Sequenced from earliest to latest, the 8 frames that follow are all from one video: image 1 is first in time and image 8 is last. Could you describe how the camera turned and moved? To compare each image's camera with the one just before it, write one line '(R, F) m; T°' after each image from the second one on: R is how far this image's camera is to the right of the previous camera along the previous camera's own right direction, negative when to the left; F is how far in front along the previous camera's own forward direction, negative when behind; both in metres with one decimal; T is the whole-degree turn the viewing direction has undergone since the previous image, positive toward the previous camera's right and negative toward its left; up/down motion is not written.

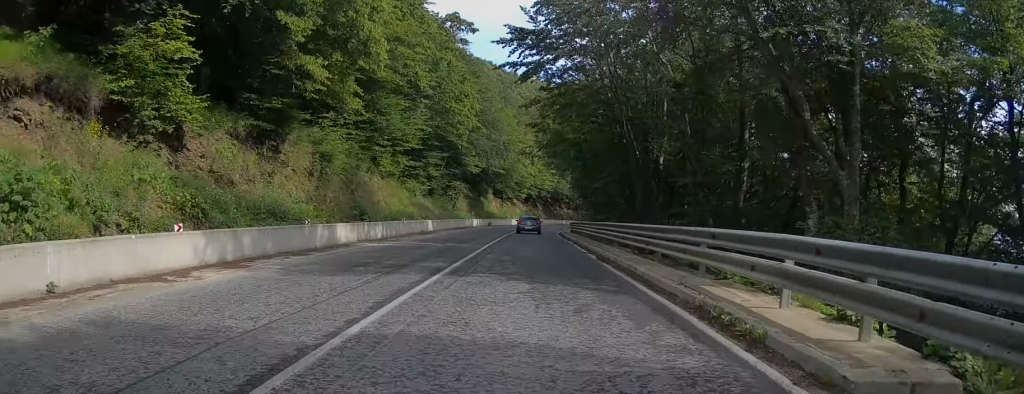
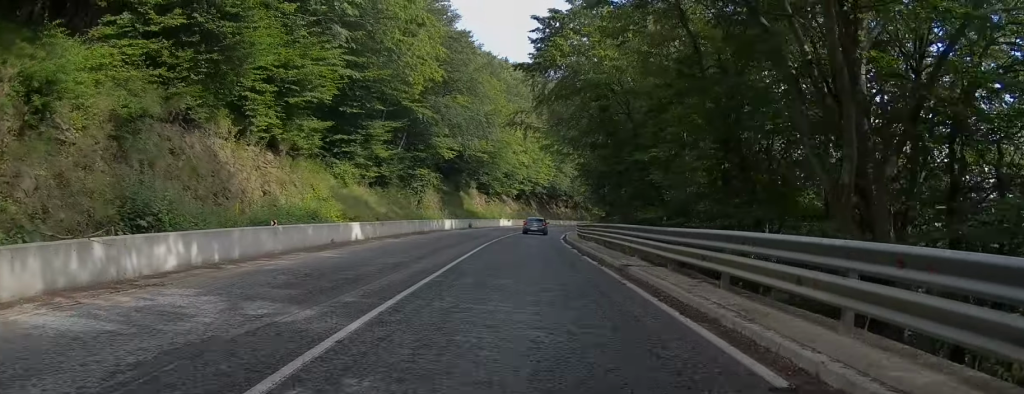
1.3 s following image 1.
(-0.1, +18.0) m; +1°
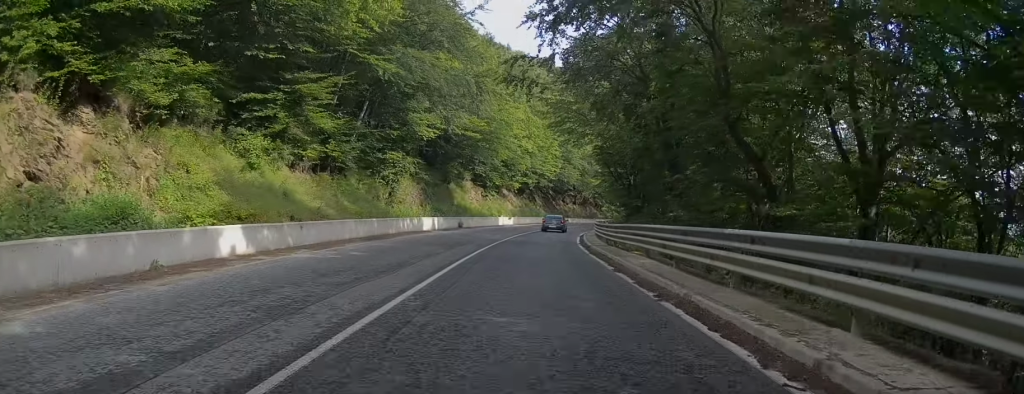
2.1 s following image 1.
(+0.4, +12.0) m; +1°
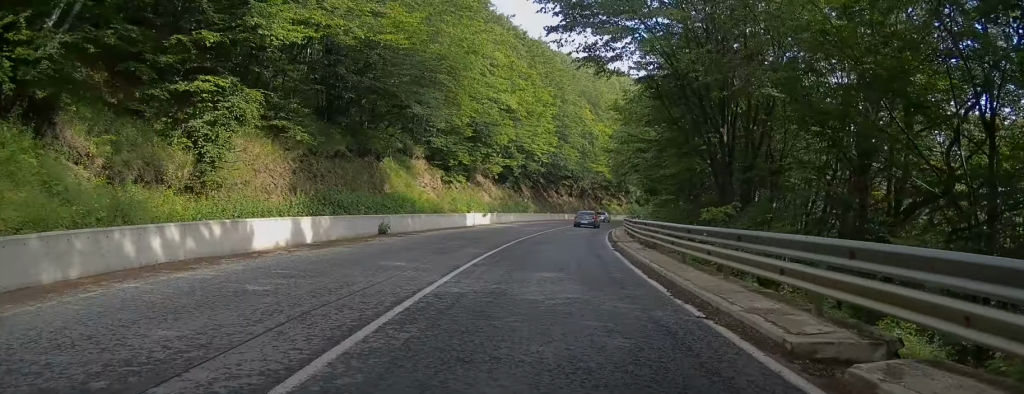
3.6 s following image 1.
(0.0, +22.4) m; +2°
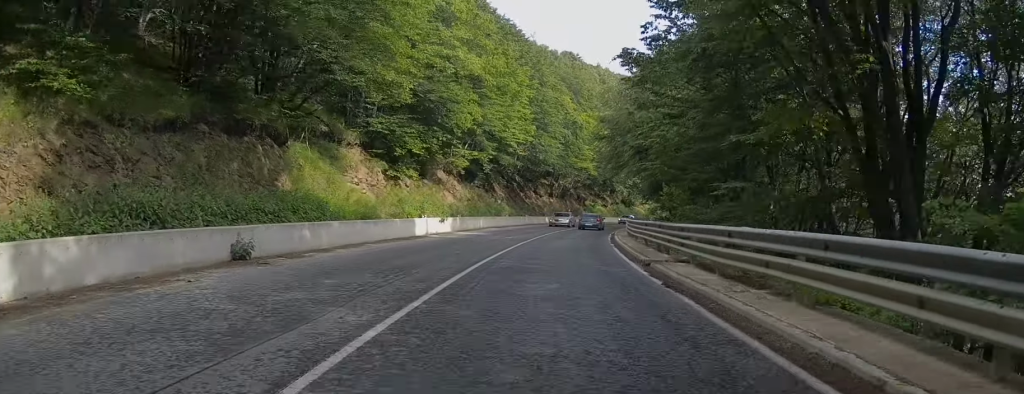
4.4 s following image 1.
(+0.2, +11.2) m; +2°
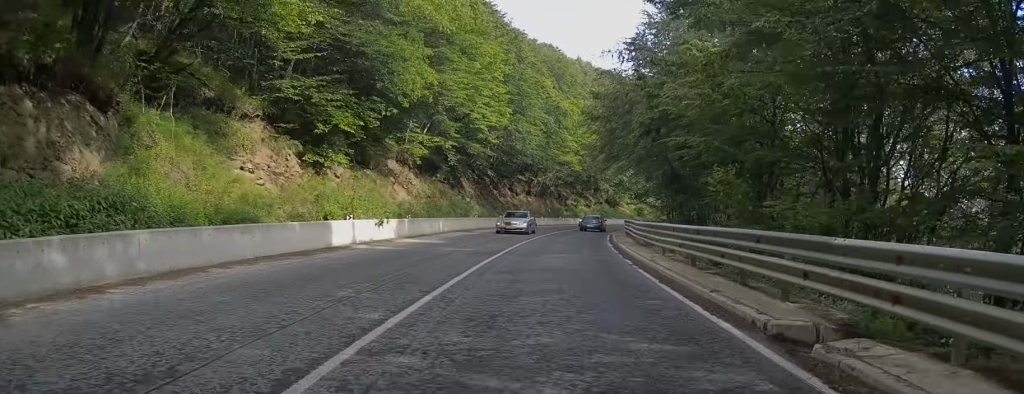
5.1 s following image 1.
(-0.1, +9.7) m; +2°
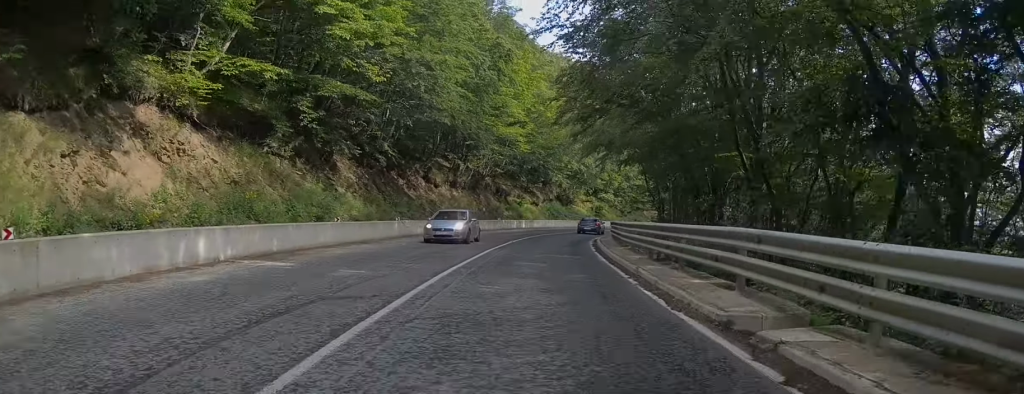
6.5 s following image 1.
(+1.1, +21.6) m; +5°
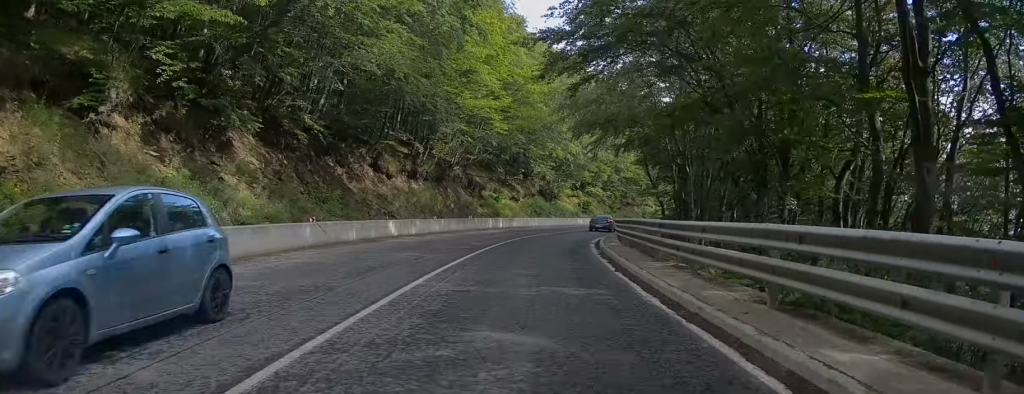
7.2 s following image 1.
(0.0, +9.9) m; +3°
